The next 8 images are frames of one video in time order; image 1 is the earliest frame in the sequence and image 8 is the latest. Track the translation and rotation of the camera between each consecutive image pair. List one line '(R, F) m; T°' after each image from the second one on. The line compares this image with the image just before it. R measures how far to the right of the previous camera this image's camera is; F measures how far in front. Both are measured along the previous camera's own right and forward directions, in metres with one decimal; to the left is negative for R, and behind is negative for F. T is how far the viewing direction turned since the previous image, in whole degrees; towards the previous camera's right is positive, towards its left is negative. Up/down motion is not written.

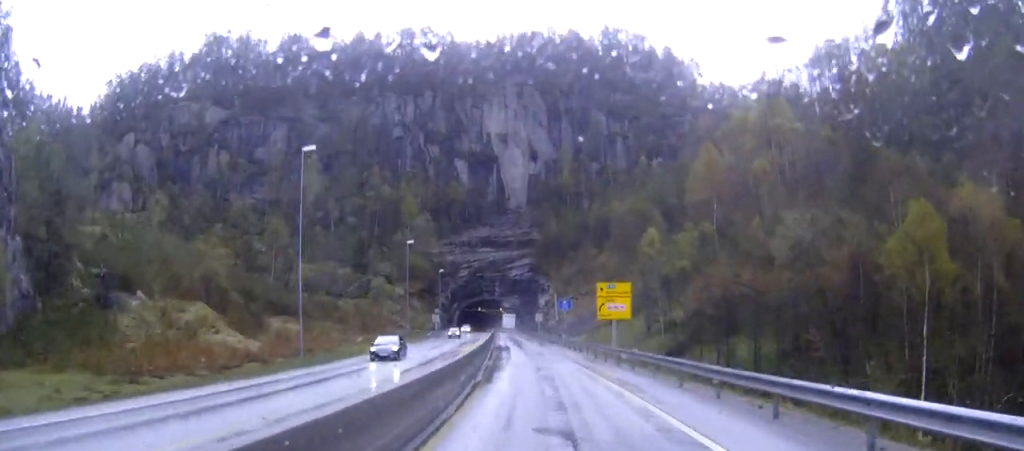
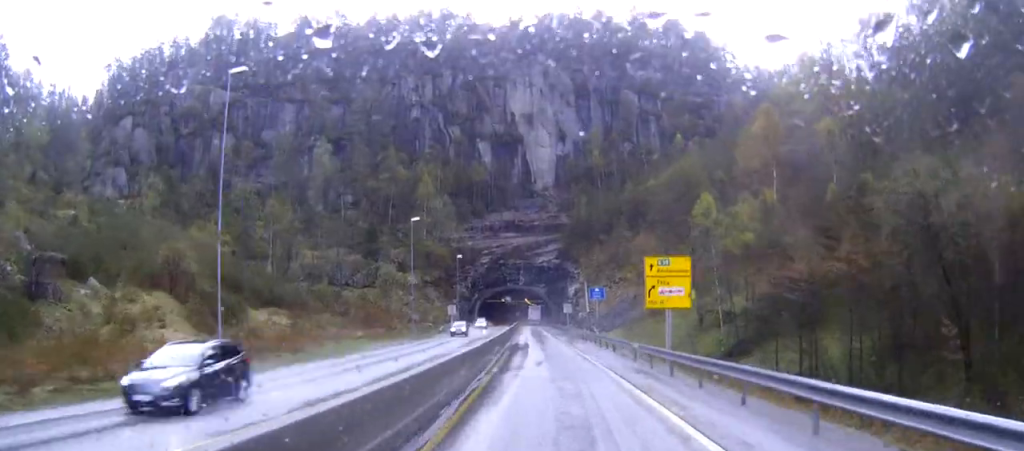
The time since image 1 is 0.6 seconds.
(0.0, +13.7) m; 0°
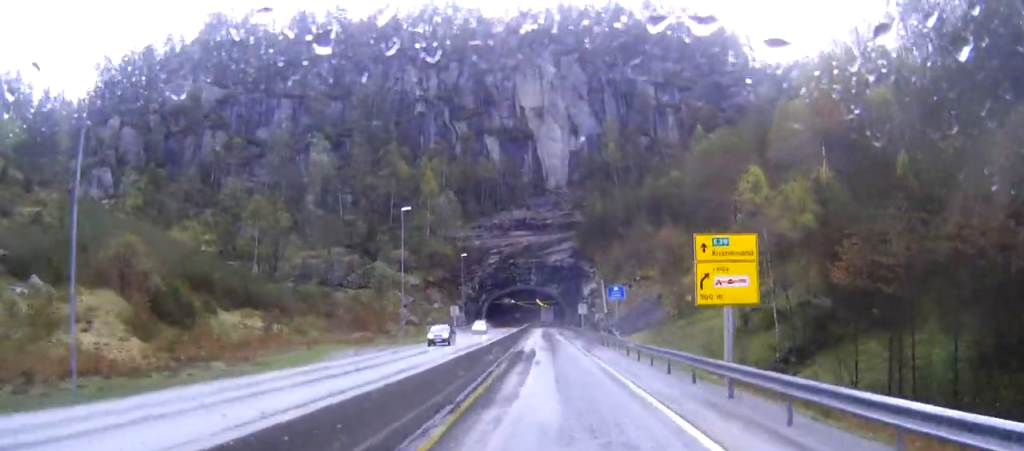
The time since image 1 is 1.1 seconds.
(0.0, +10.6) m; 0°
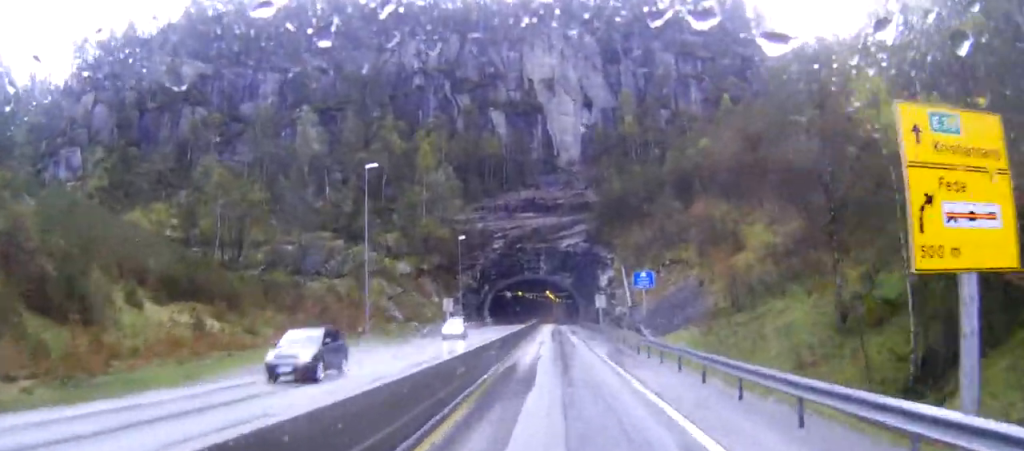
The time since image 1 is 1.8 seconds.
(0.0, +15.9) m; 0°
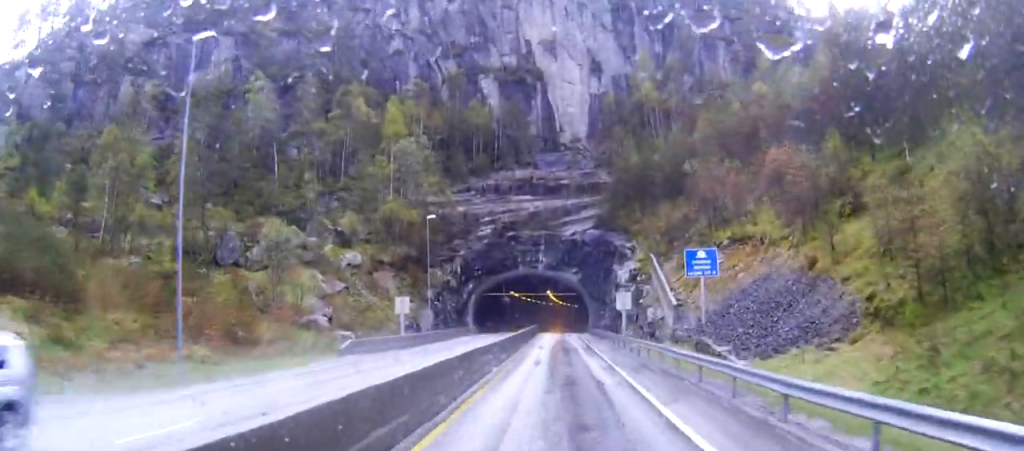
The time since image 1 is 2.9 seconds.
(0.0, +25.7) m; 0°
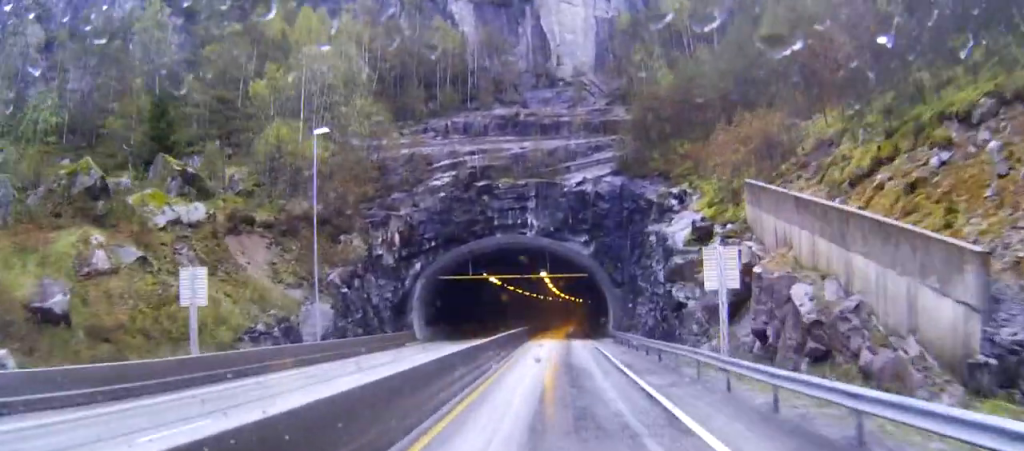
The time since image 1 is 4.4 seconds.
(0.0, +33.9) m; 0°
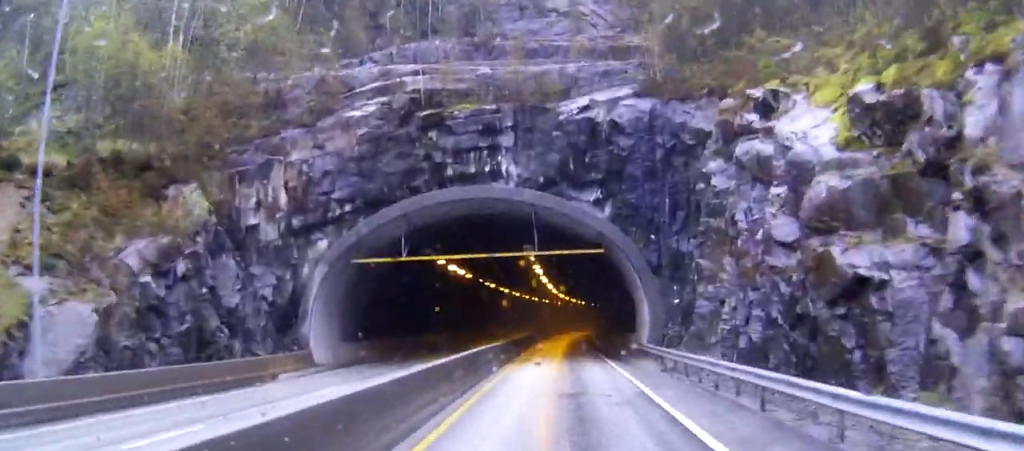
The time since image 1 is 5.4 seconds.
(0.0, +22.6) m; -2°
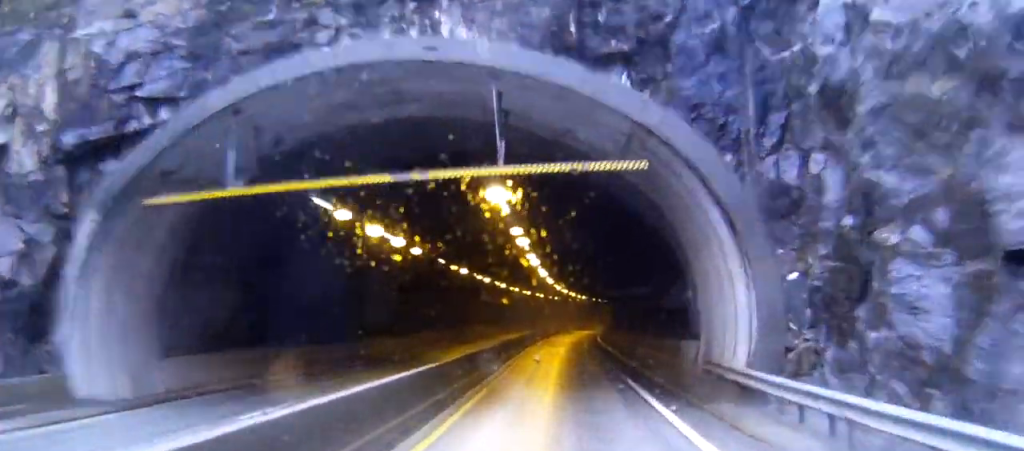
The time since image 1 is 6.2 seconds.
(-0.6, +17.6) m; -2°
